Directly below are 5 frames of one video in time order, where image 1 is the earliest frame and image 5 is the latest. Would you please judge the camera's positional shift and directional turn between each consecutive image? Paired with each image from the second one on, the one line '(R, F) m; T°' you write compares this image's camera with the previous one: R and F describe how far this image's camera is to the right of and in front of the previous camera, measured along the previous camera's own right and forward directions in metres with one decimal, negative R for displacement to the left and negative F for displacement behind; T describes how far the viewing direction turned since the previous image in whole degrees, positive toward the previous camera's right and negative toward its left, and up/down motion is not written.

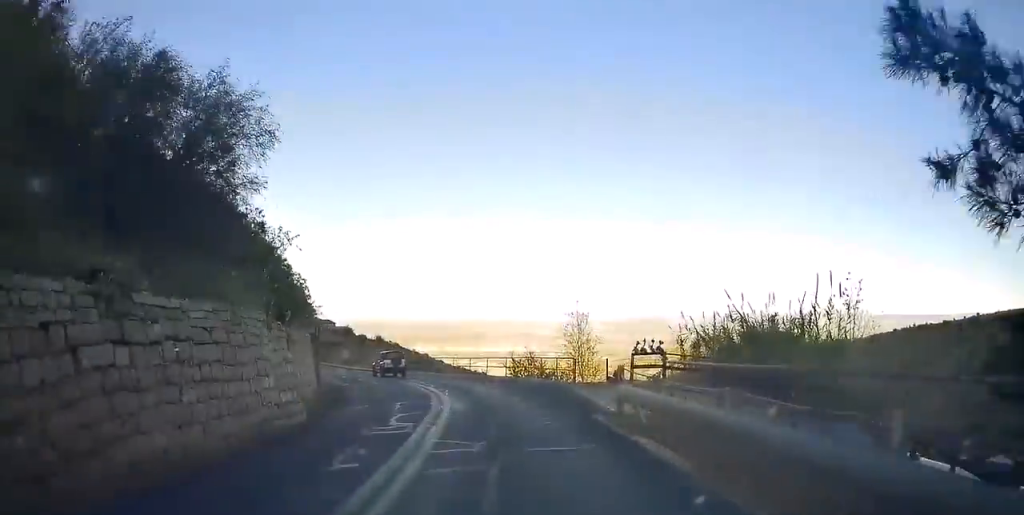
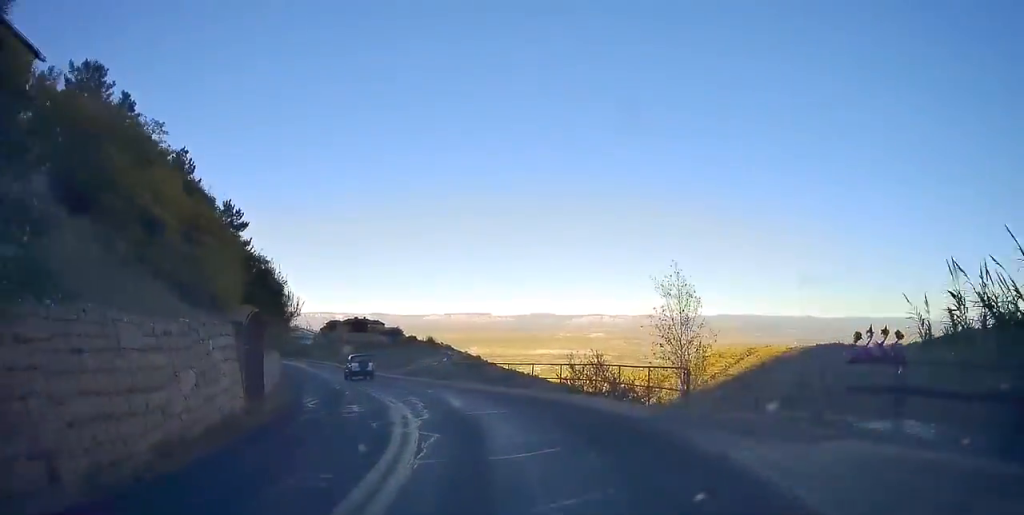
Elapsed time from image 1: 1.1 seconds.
(-0.6, +12.4) m; -6°
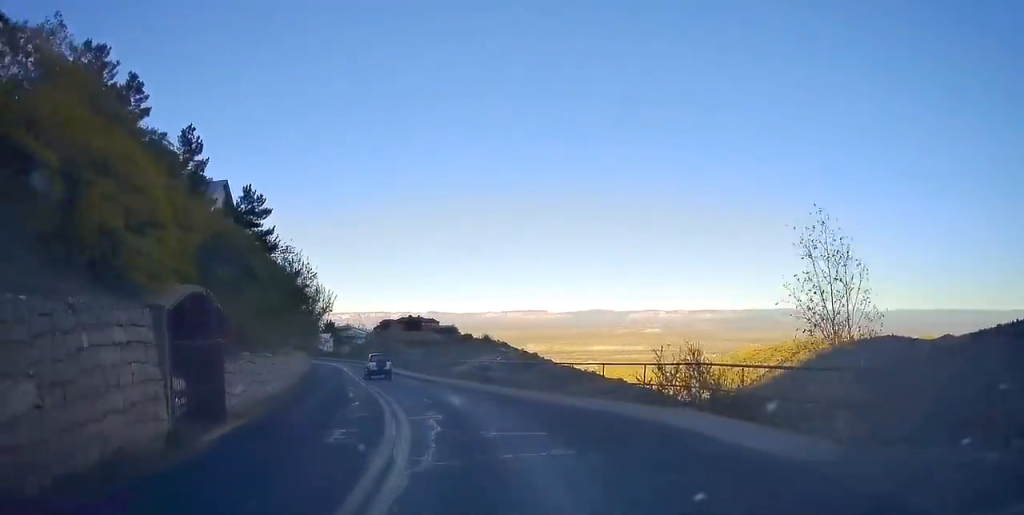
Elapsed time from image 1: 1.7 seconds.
(-0.3, +6.7) m; -4°
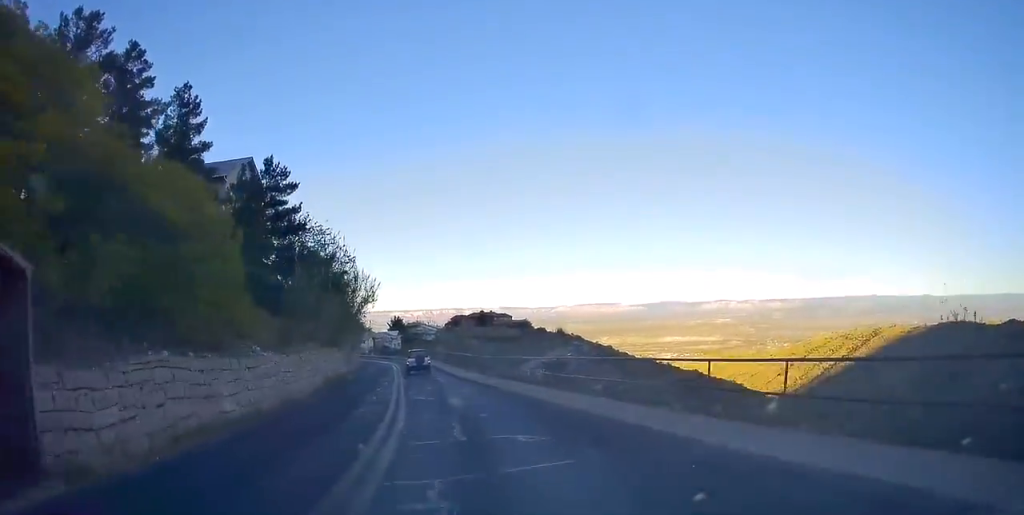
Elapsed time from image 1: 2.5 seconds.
(-0.4, +9.0) m; -5°
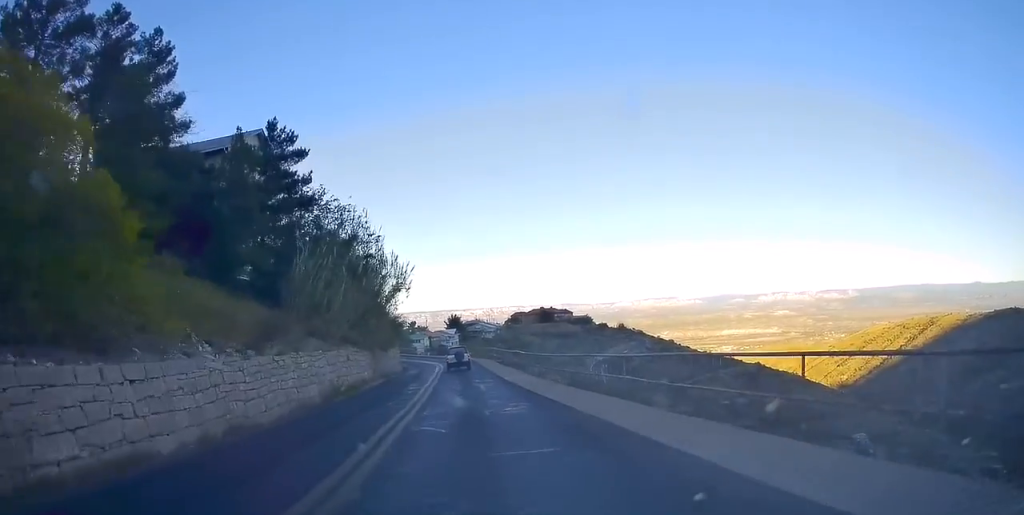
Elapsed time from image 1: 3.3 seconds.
(-0.2, +8.8) m; -5°
